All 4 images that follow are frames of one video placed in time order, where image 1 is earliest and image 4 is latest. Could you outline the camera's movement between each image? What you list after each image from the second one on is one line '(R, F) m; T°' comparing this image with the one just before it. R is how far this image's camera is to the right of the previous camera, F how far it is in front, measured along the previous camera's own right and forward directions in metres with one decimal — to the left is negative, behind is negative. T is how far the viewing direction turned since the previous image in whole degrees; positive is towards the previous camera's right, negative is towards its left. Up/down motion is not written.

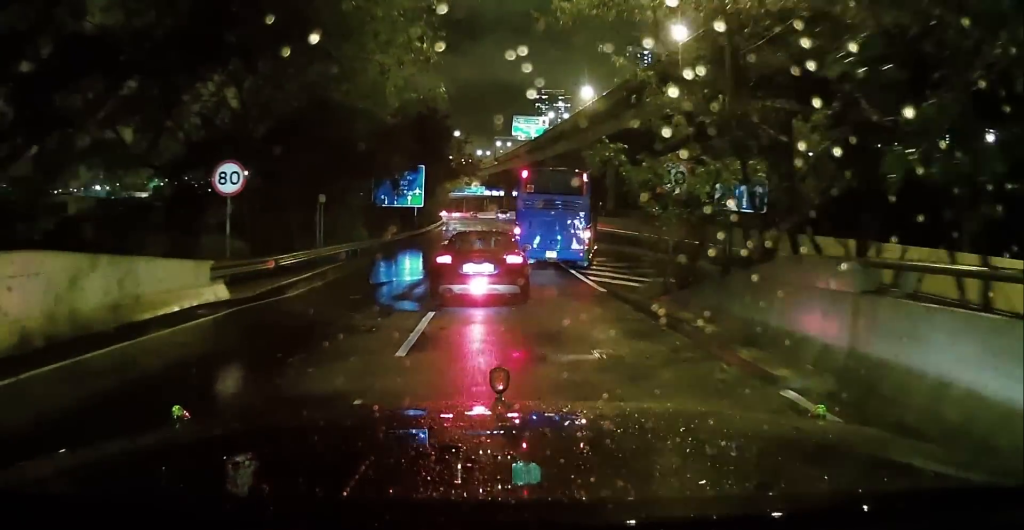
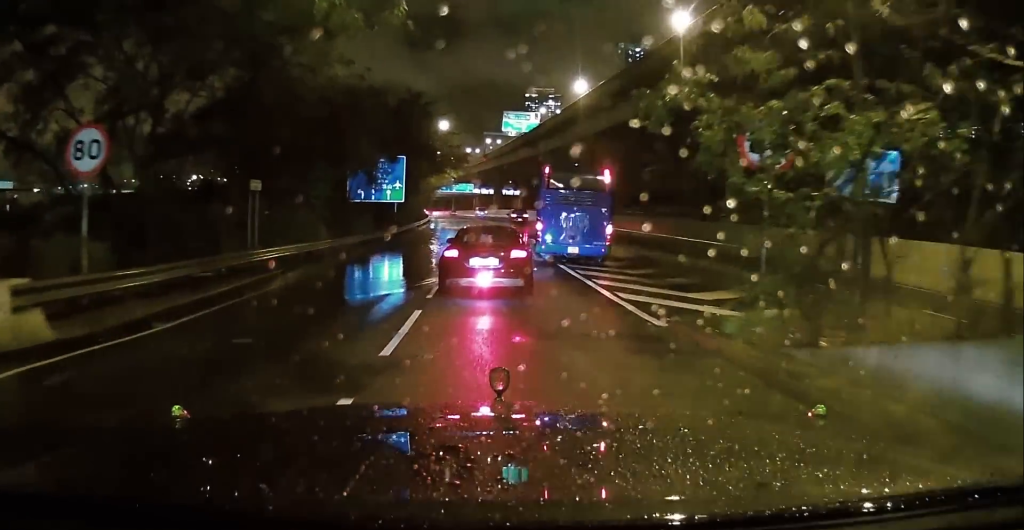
(+0.5, +6.0) m; +6°
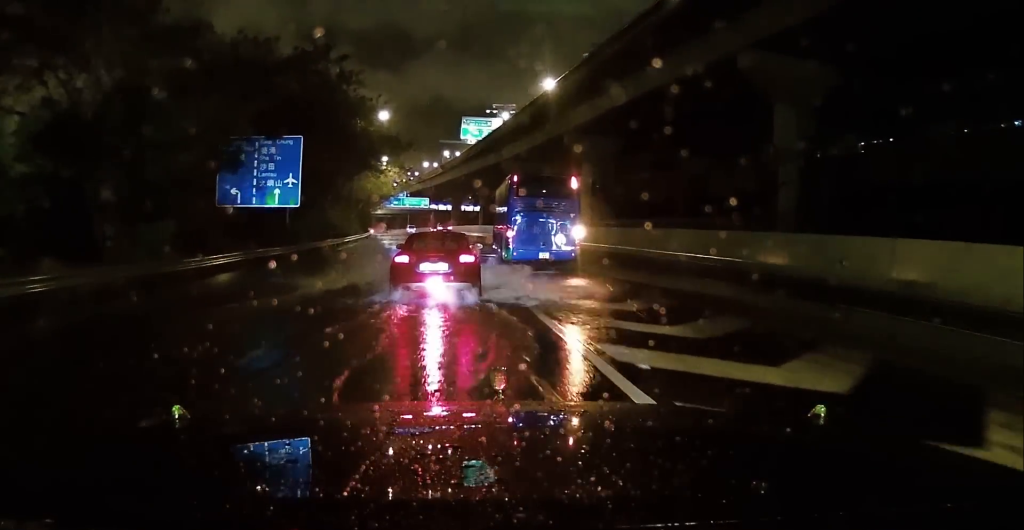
(-1.0, +18.2) m; -2°
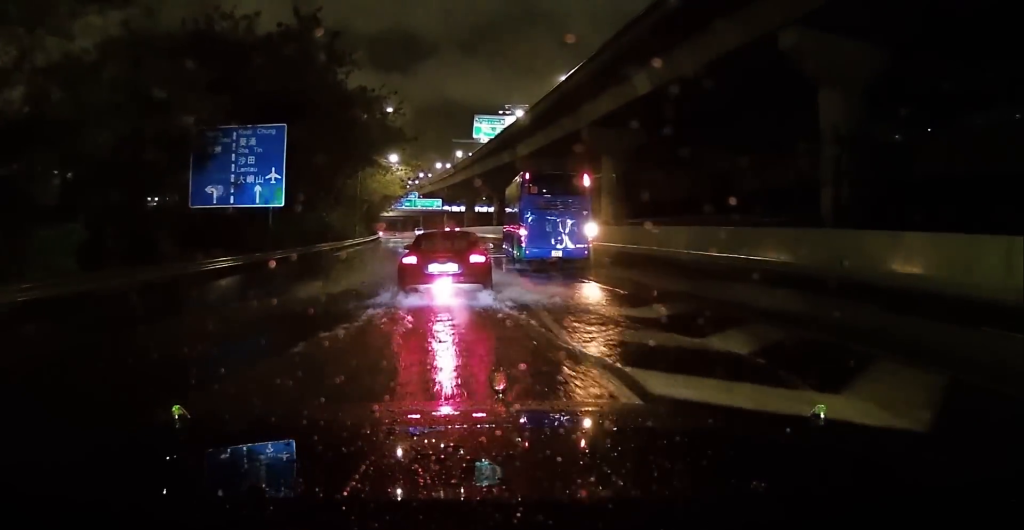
(0.0, +4.7) m; 0°
